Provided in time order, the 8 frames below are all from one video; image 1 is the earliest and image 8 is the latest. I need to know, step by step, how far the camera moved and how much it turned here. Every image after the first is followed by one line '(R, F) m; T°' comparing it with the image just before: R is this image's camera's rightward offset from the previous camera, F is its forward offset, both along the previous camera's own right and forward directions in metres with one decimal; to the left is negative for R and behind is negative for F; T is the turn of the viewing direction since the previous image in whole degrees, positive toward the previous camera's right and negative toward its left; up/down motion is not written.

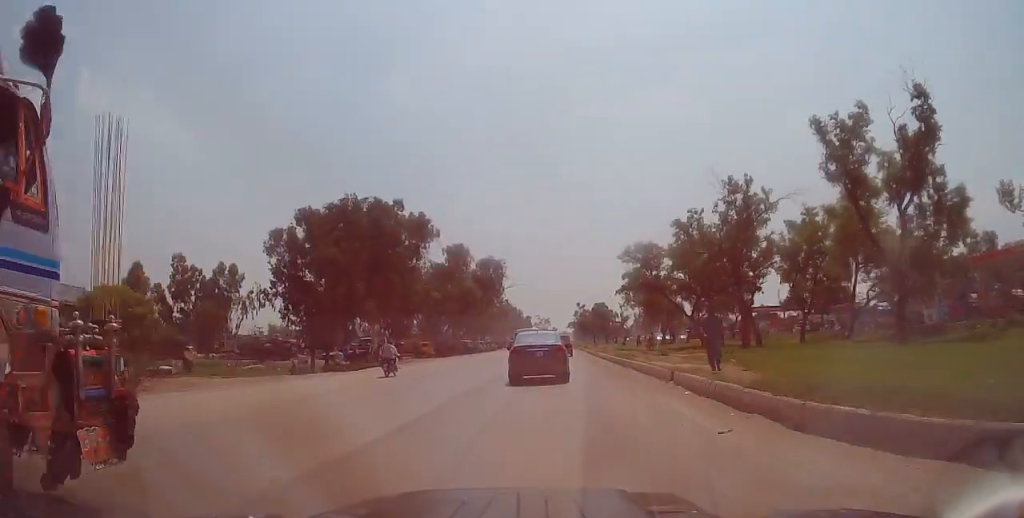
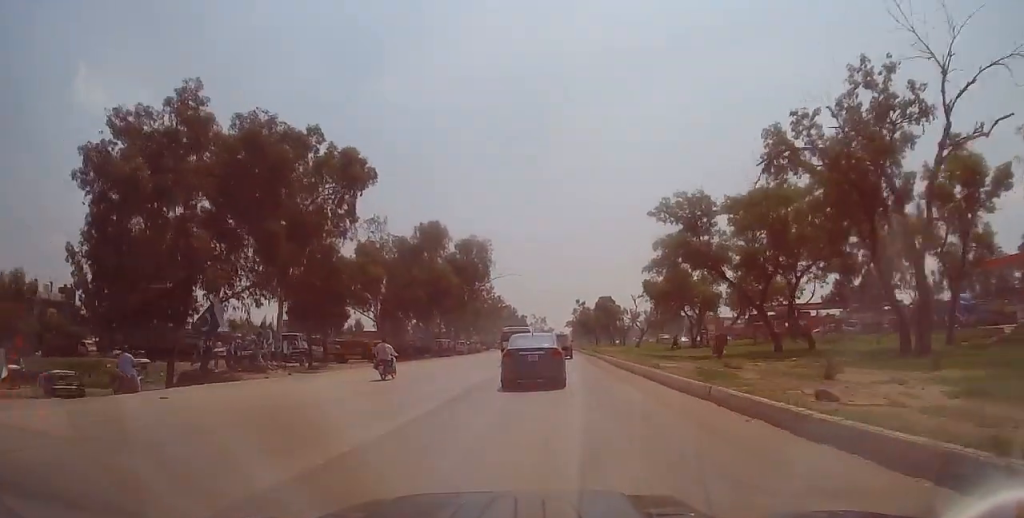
(+0.4, +21.6) m; +2°
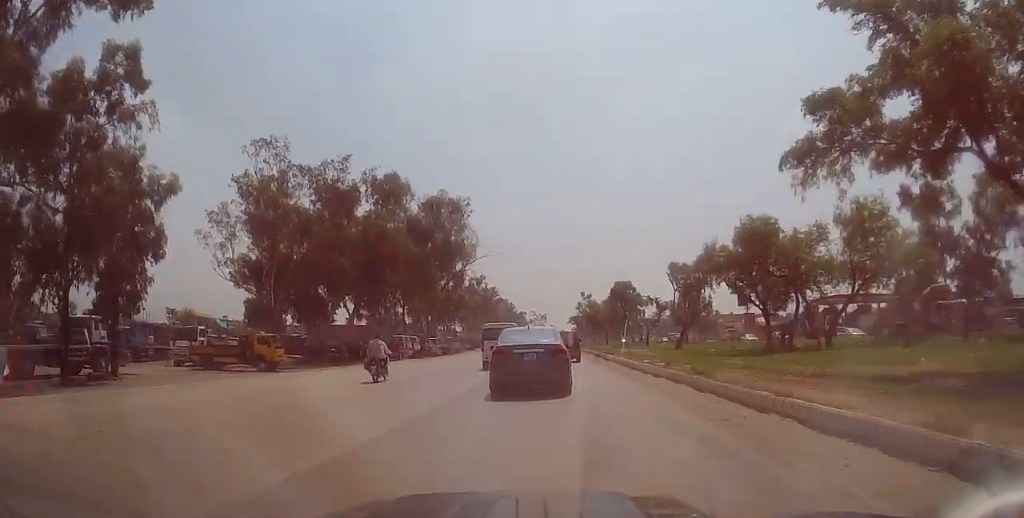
(+0.3, +26.5) m; 0°
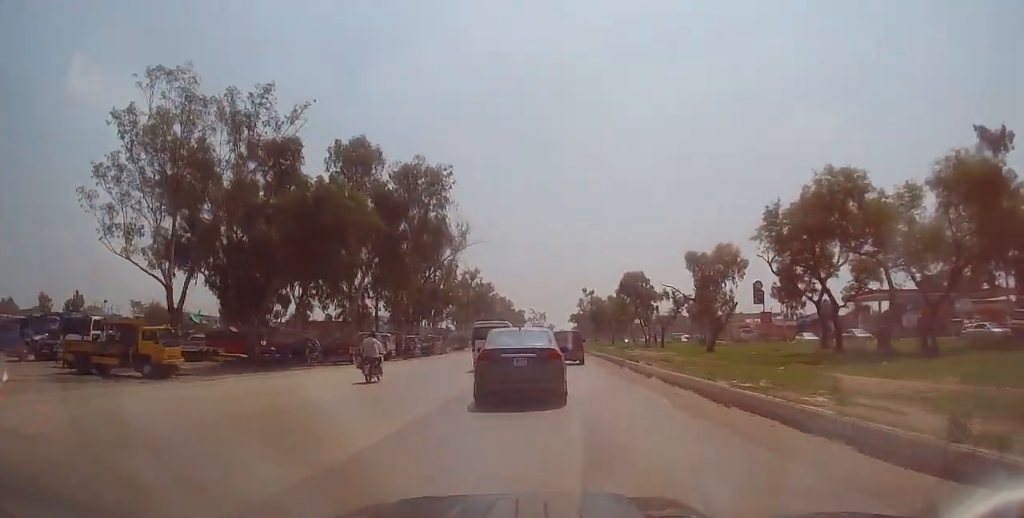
(-0.2, +12.1) m; 0°
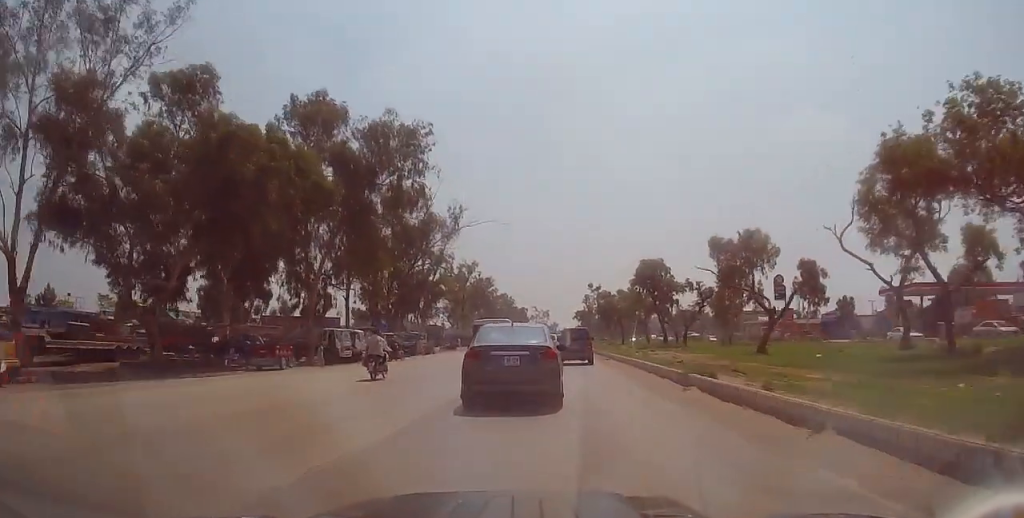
(0.0, +11.0) m; +1°
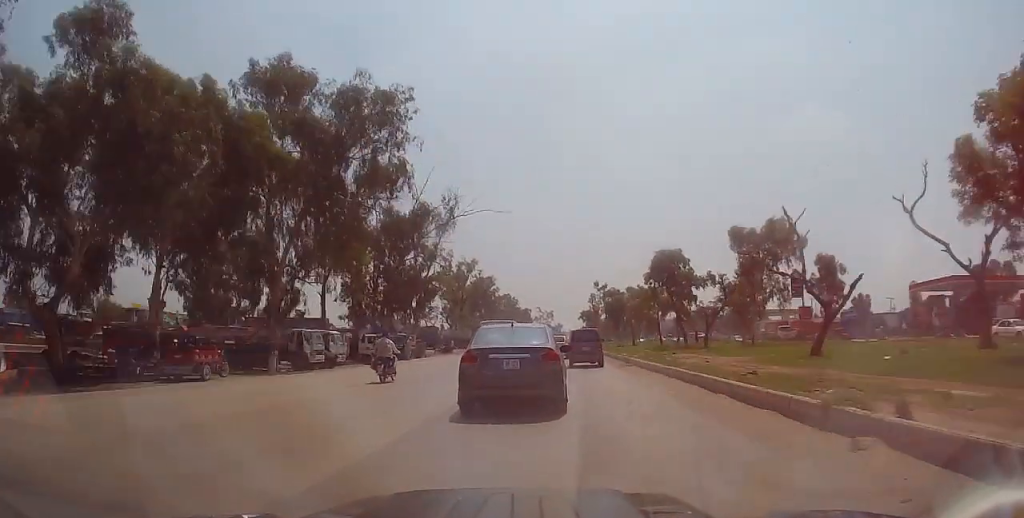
(+0.1, +7.1) m; +1°
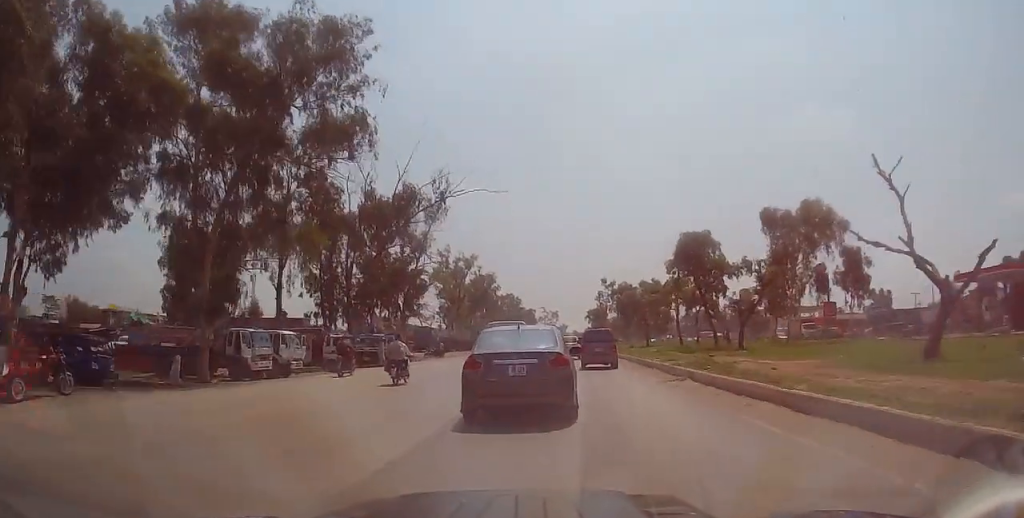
(0.0, +9.1) m; -2°
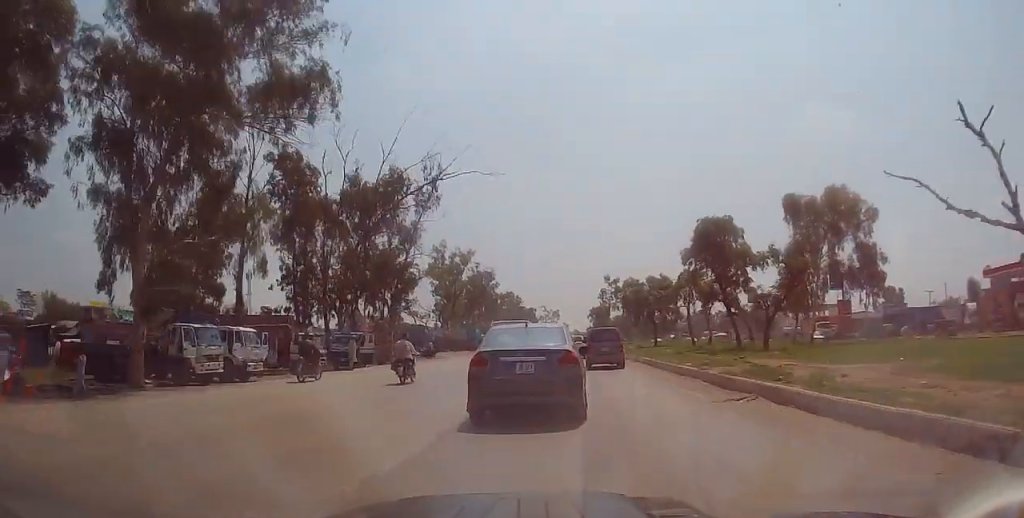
(+0.1, +5.6) m; -1°
